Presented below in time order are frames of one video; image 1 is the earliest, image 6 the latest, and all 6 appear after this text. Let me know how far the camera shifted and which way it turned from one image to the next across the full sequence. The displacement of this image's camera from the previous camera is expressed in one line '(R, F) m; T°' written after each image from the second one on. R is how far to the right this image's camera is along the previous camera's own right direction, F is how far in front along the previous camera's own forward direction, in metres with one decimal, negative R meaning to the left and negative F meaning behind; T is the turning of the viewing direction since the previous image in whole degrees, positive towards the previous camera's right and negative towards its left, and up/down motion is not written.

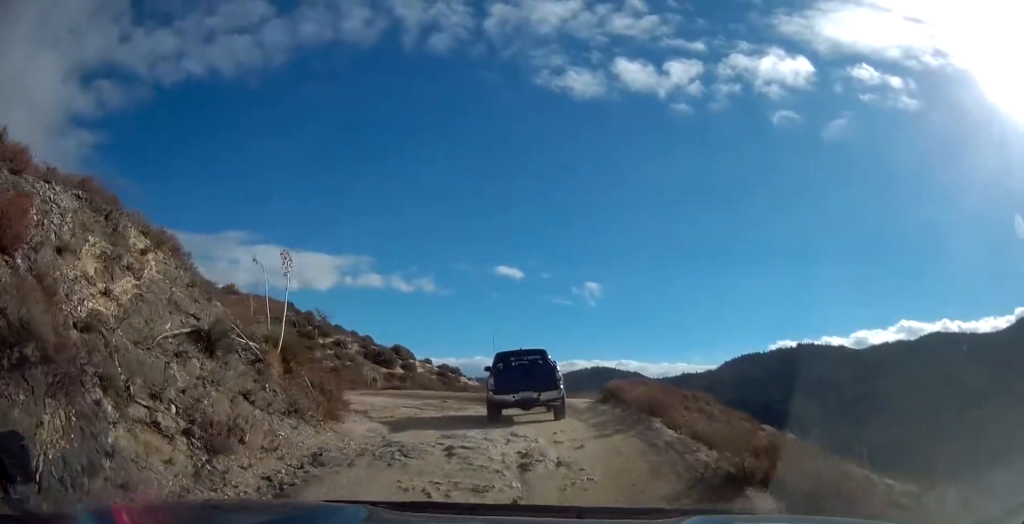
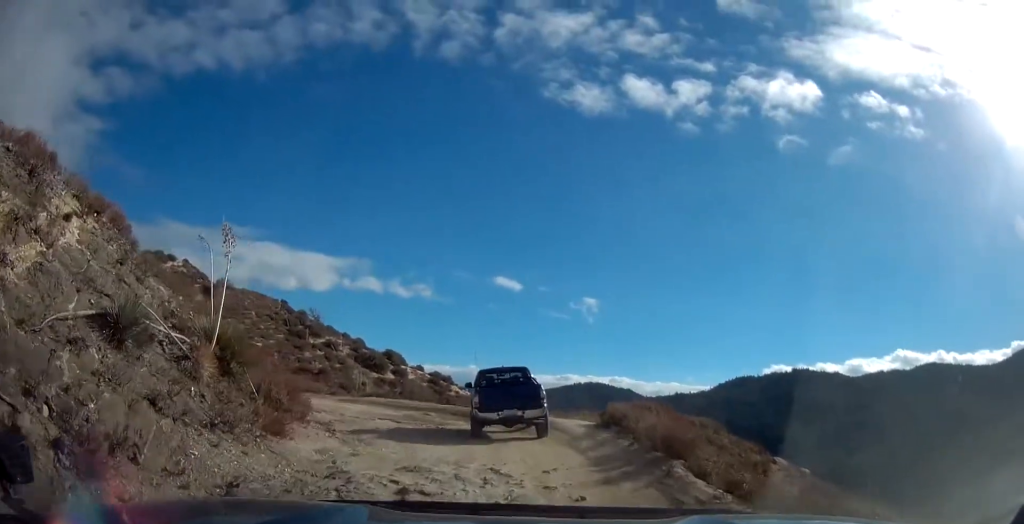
(-0.1, +2.3) m; -5°
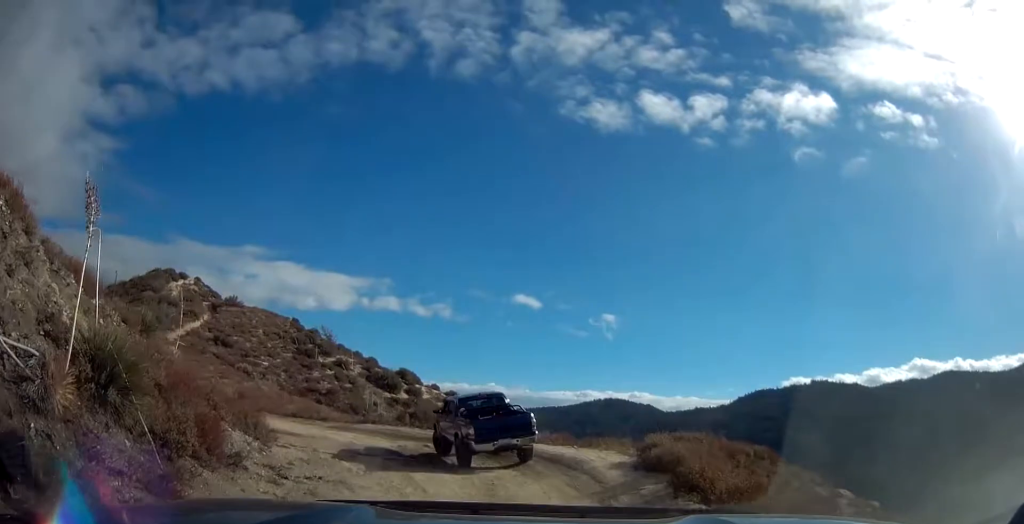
(-0.2, +3.8) m; +1°
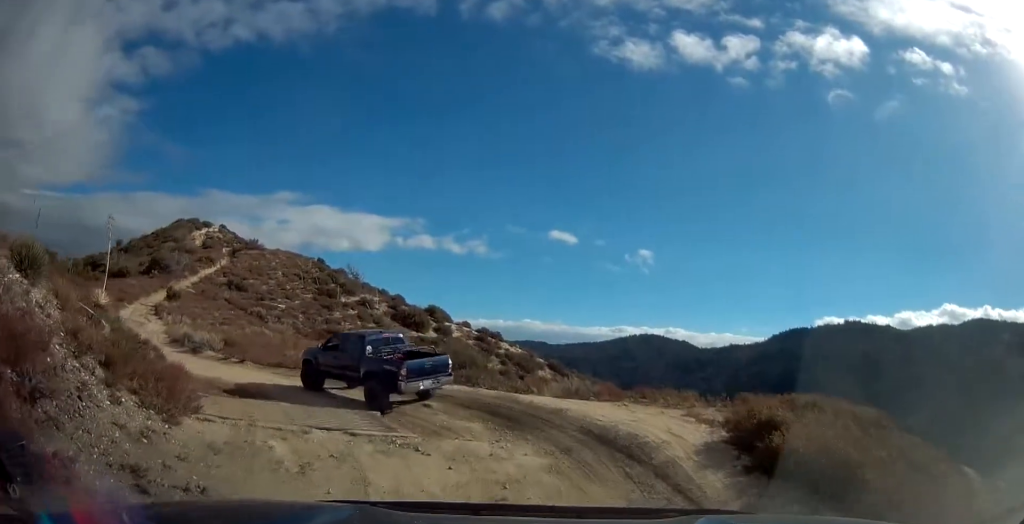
(+0.1, +5.2) m; -4°
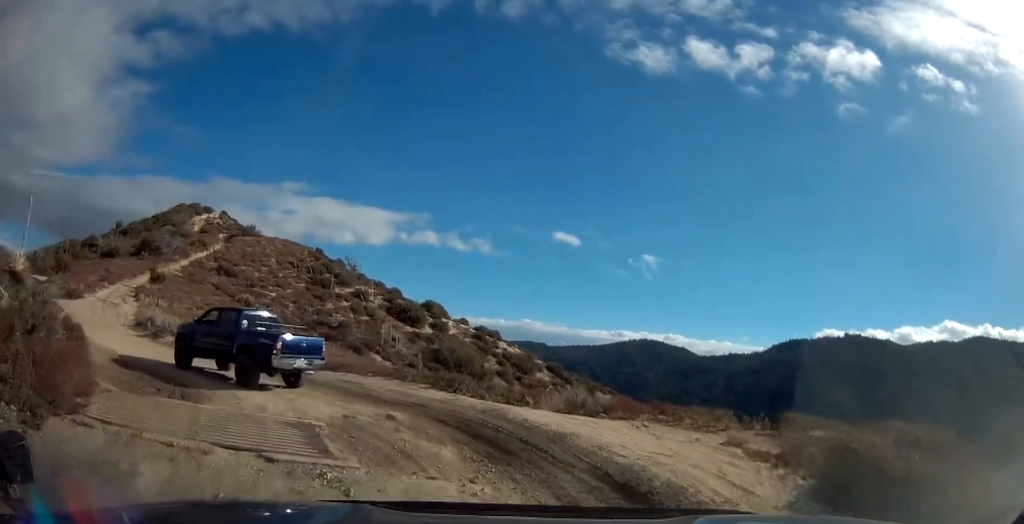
(-0.2, +3.3) m; +1°
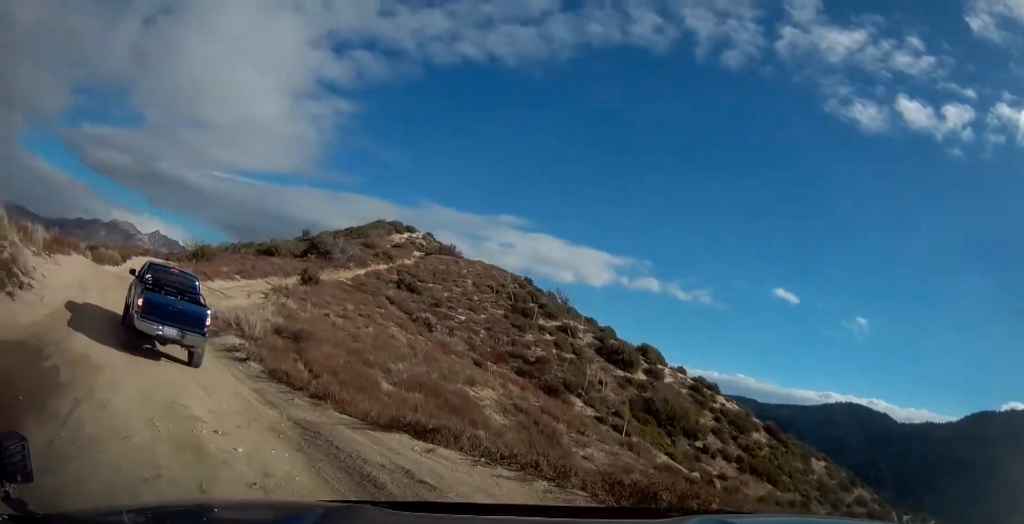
(-1.2, +9.2) m; -23°
